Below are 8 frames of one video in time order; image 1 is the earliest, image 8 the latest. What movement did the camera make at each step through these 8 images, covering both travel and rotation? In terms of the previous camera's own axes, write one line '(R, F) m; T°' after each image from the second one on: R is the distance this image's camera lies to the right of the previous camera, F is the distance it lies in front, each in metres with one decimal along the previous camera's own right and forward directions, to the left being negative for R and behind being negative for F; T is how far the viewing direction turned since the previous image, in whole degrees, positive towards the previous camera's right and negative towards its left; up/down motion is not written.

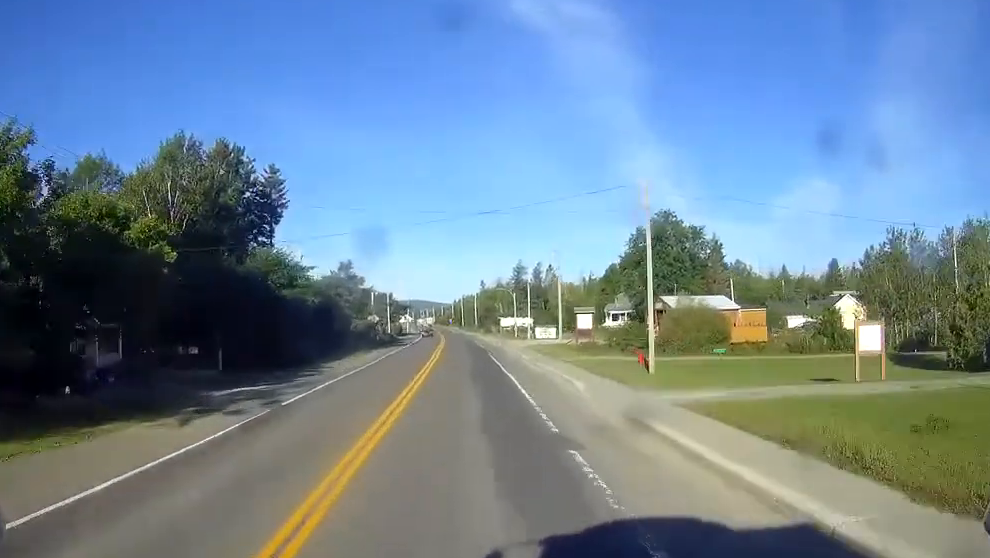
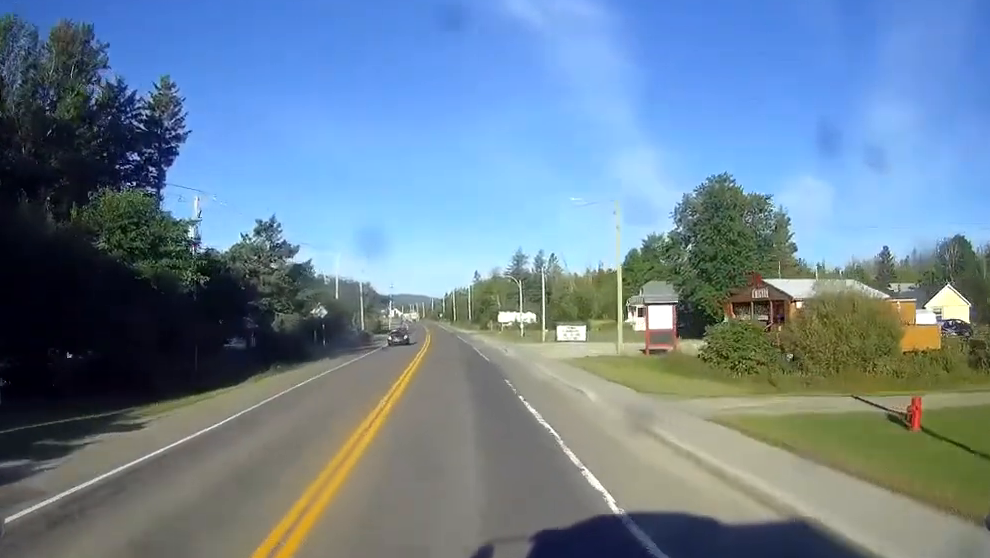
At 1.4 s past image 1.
(+0.1, +29.7) m; 0°
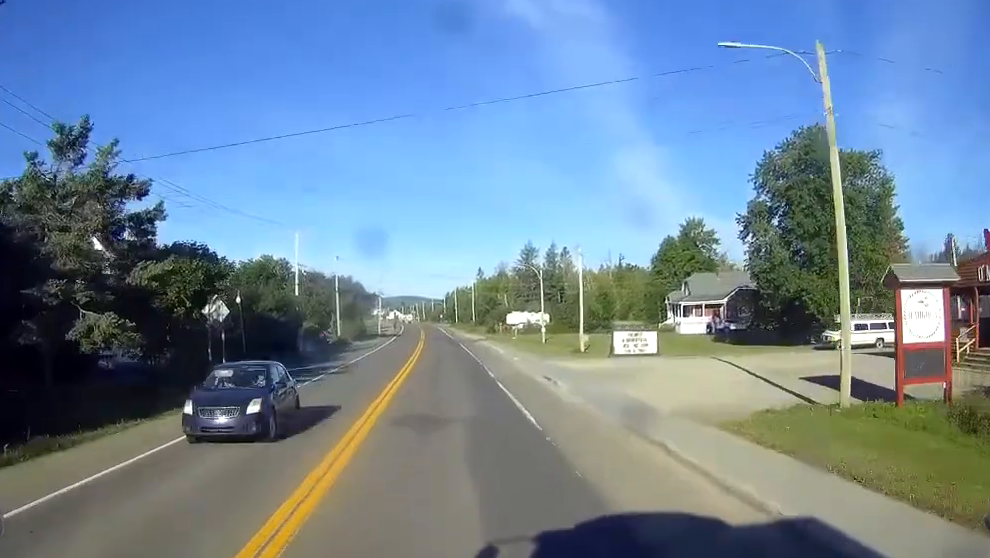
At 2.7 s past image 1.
(-0.1, +25.4) m; 0°
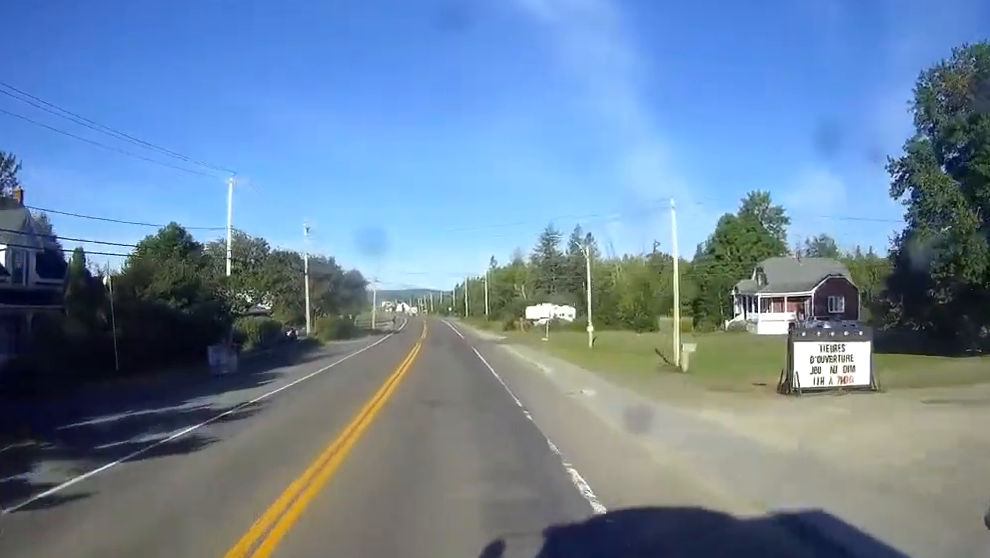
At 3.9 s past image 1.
(-0.2, +24.5) m; -2°
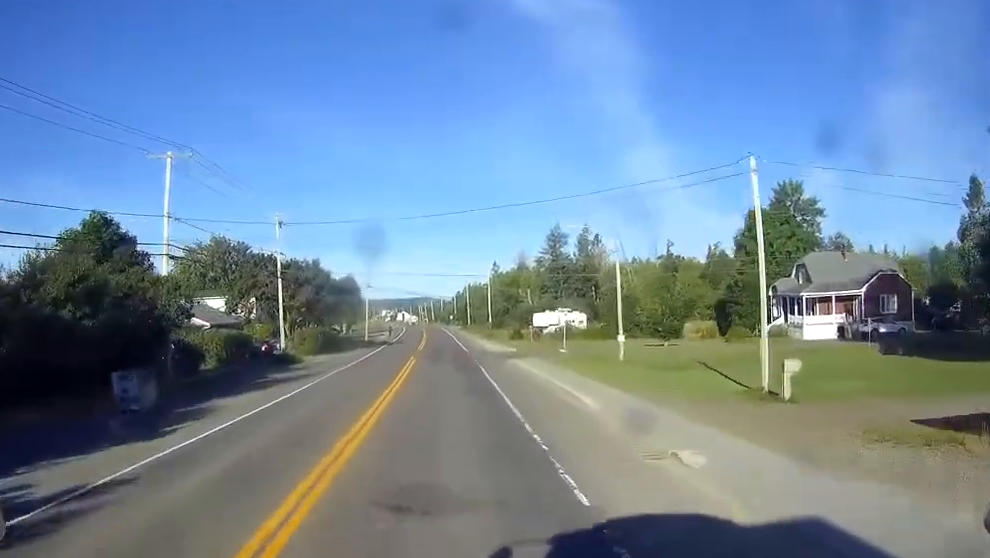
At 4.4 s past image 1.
(-0.2, +10.8) m; -1°
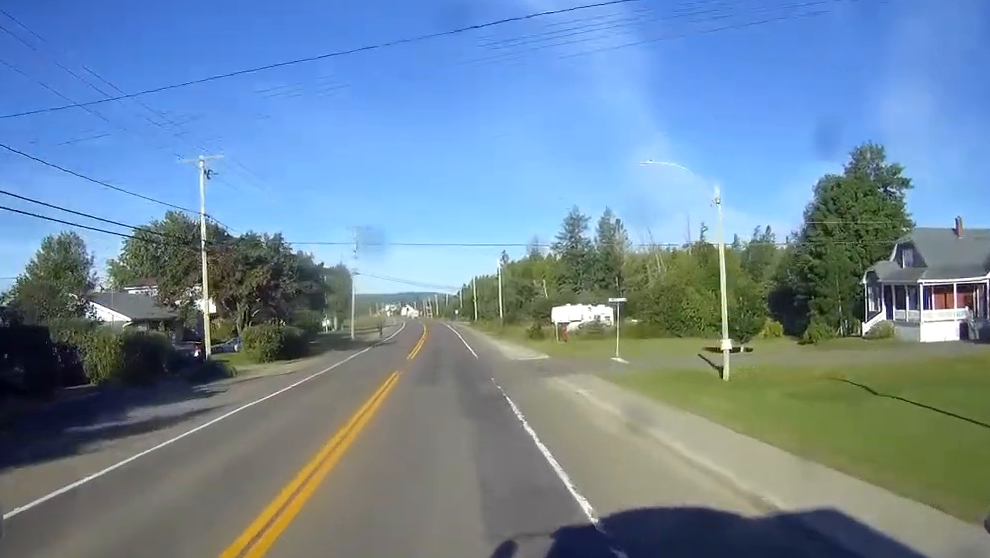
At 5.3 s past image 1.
(-0.1, +18.8) m; 0°
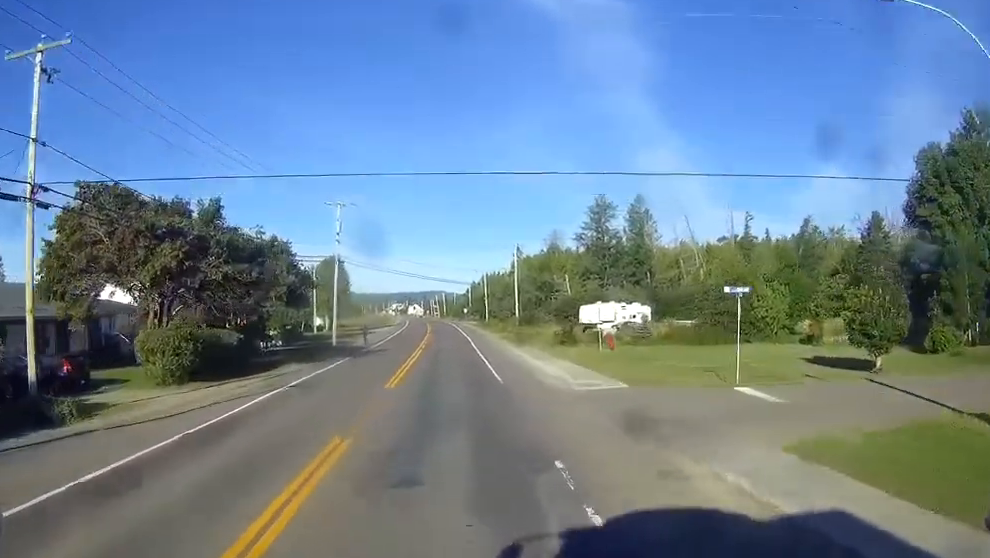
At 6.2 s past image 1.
(0.0, +18.0) m; 0°
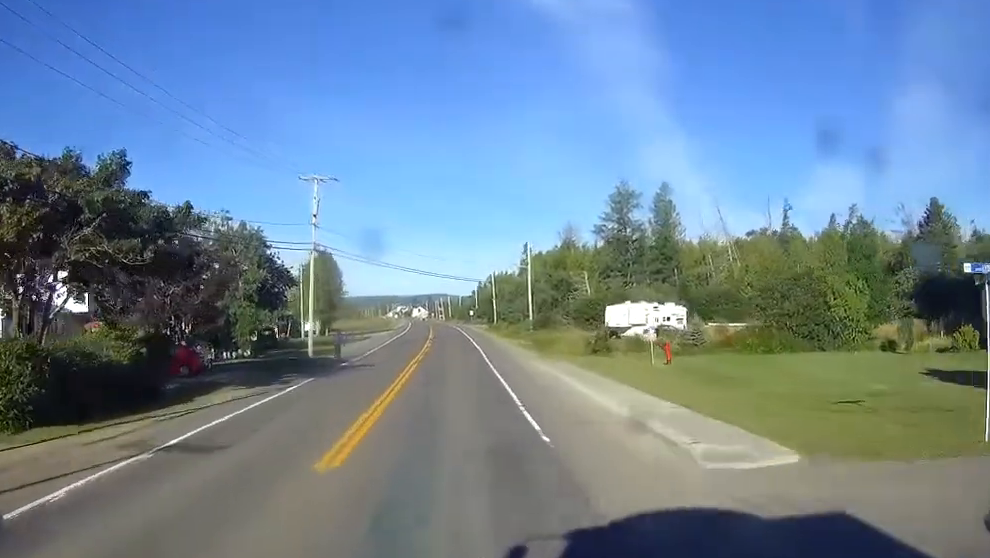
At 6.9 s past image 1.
(0.0, +13.3) m; 0°
